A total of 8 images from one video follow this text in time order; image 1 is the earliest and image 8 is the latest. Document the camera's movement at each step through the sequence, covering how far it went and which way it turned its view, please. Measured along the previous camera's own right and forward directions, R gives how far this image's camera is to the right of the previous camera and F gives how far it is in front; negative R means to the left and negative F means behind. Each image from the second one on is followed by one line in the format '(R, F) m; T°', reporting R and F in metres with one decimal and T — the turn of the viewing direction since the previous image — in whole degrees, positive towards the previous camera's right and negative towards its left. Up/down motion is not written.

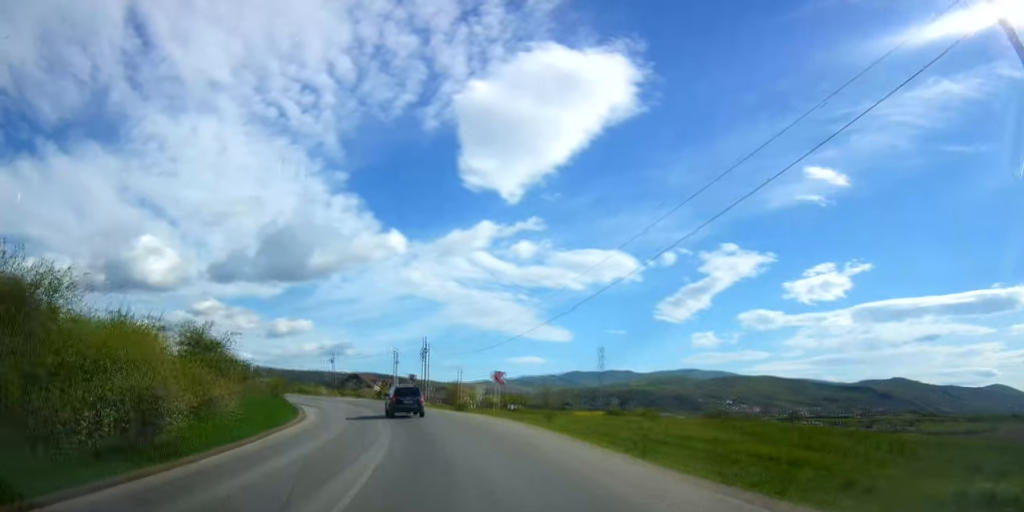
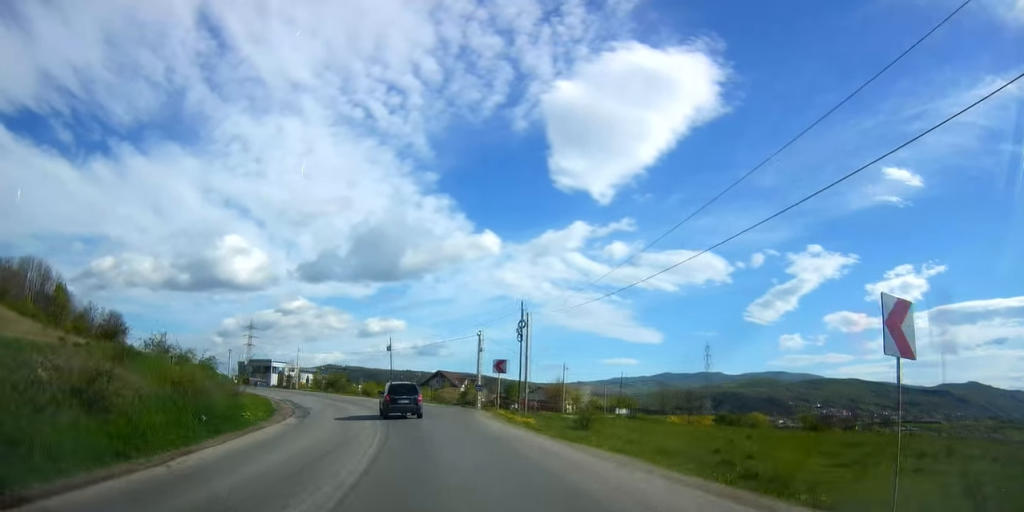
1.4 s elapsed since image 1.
(-2.2, +25.5) m; -8°
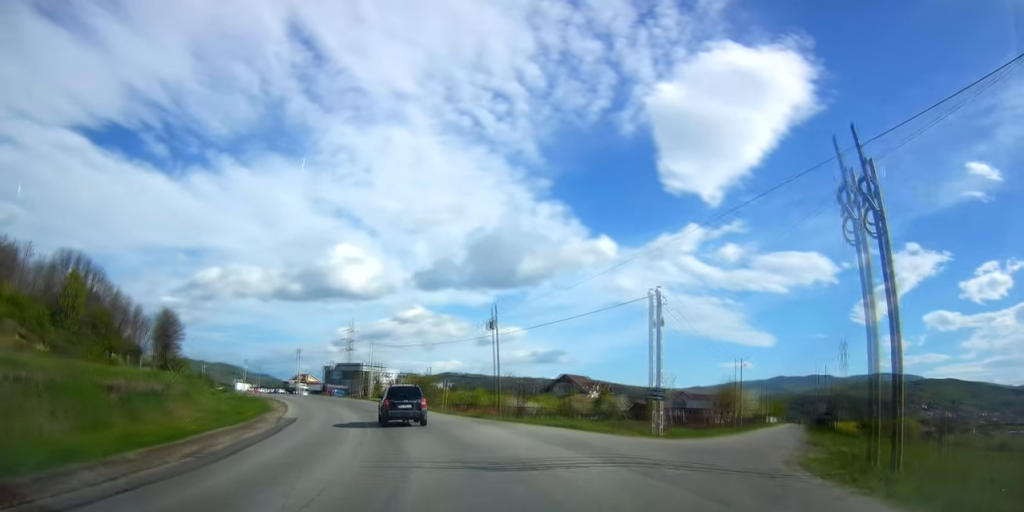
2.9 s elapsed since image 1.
(-2.1, +28.5) m; -11°
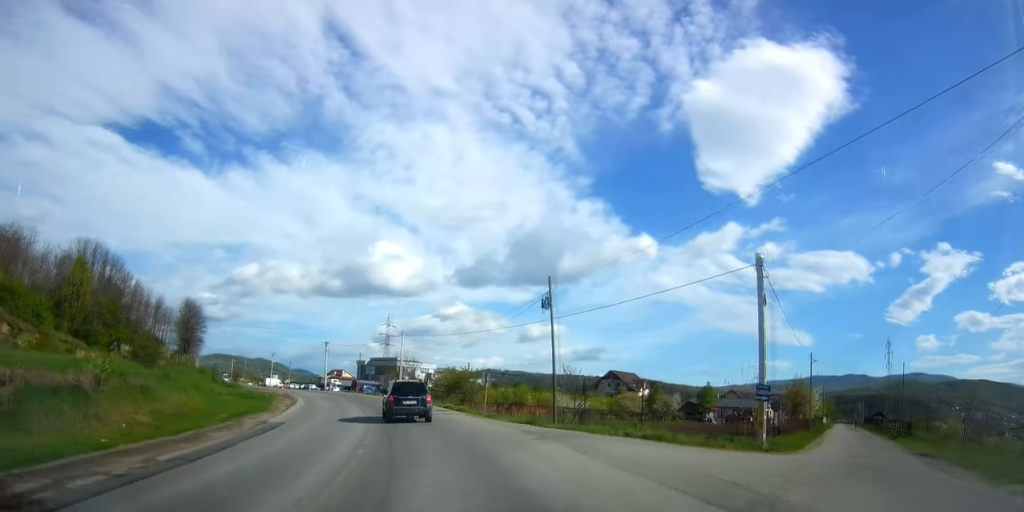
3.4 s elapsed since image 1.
(-0.4, +8.9) m; -4°
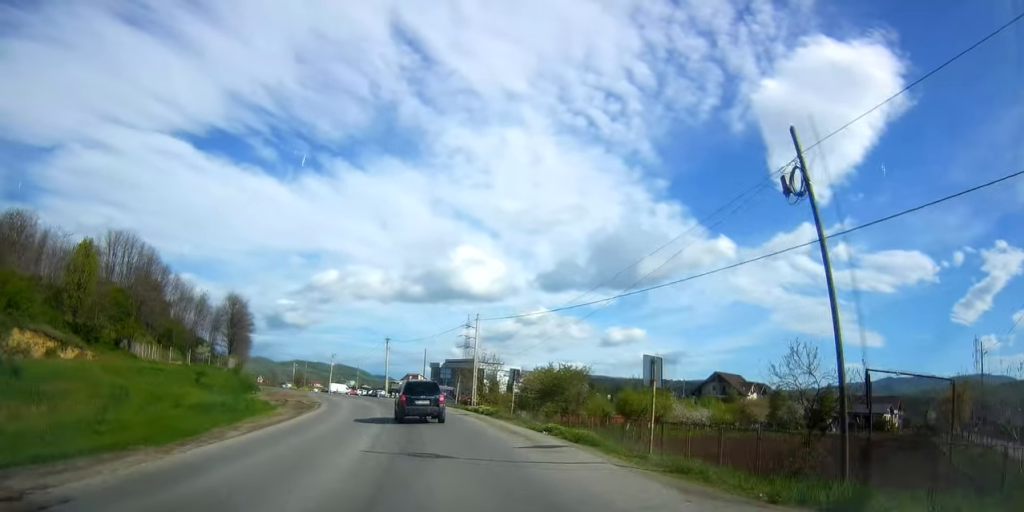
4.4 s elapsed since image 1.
(-1.3, +18.2) m; -7°
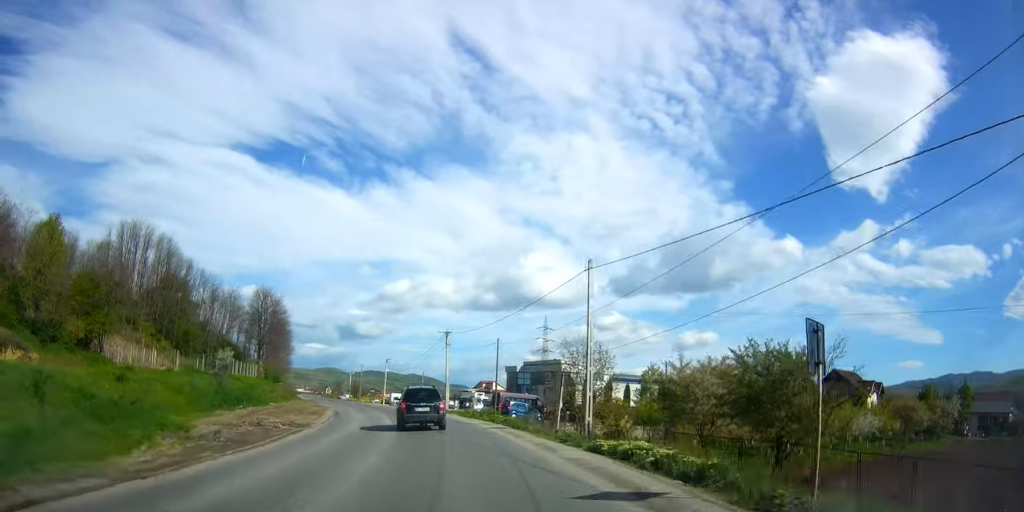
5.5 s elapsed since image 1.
(-1.4, +19.7) m; -9°
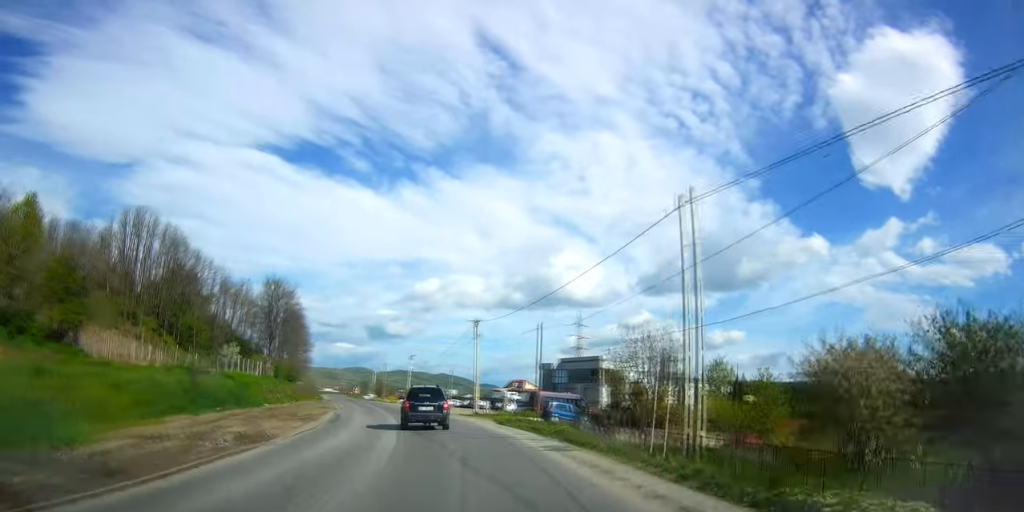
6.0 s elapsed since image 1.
(-0.1, +8.4) m; -4°
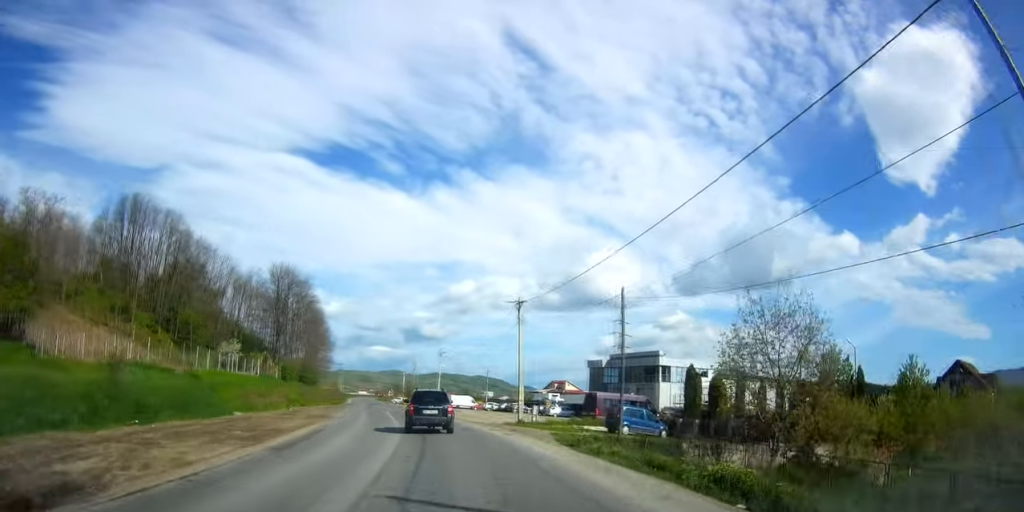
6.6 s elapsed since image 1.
(-0.8, +11.3) m; -4°
